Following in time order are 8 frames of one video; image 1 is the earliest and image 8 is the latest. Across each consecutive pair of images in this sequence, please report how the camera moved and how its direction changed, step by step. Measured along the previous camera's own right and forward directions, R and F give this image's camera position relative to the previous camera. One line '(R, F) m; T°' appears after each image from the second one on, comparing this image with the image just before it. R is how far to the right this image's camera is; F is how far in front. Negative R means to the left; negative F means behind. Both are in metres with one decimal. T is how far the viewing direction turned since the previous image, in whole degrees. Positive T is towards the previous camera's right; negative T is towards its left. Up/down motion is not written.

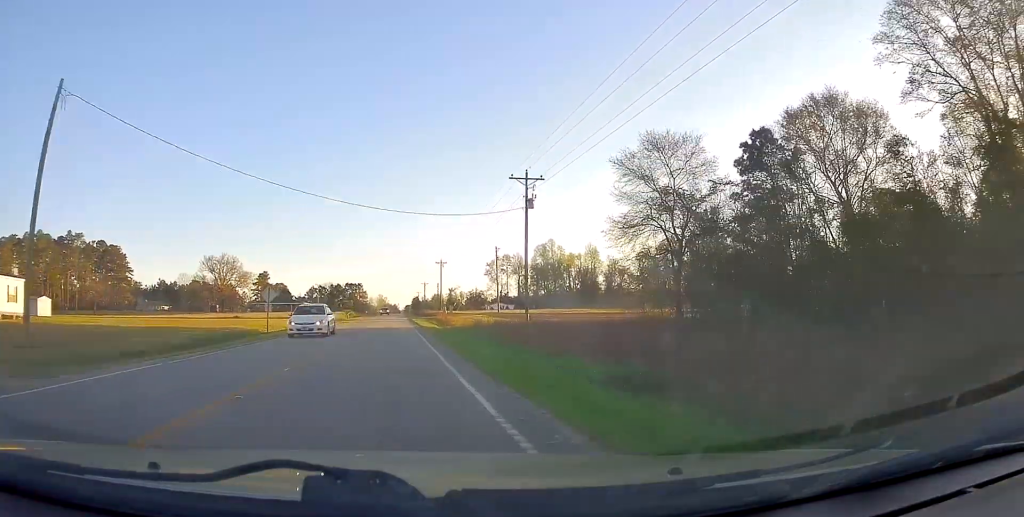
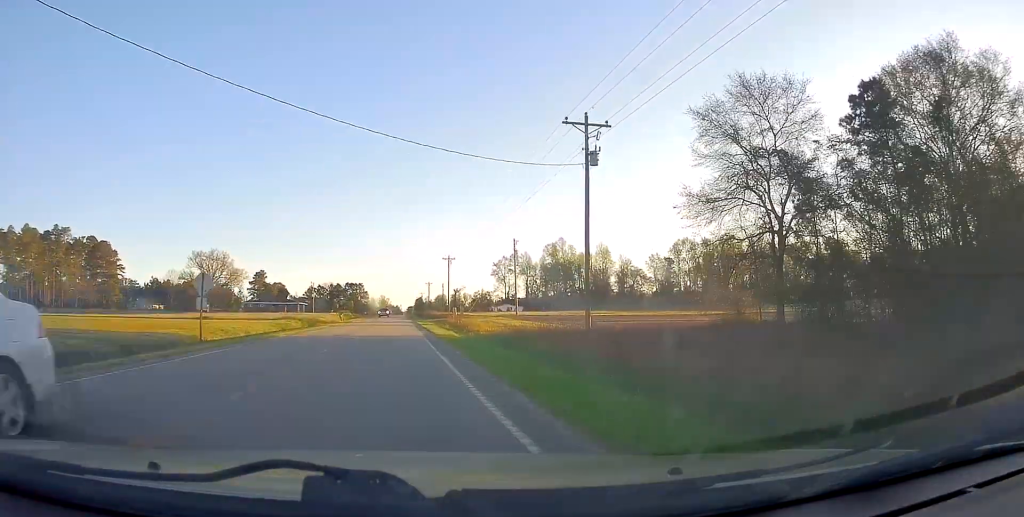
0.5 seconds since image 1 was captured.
(0.0, +12.5) m; -1°
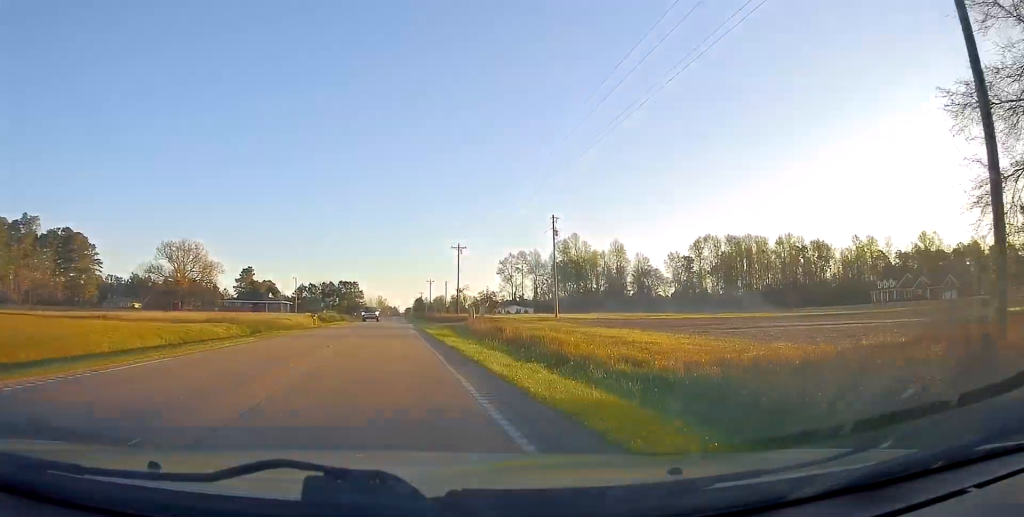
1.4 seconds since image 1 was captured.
(-0.4, +21.4) m; 0°
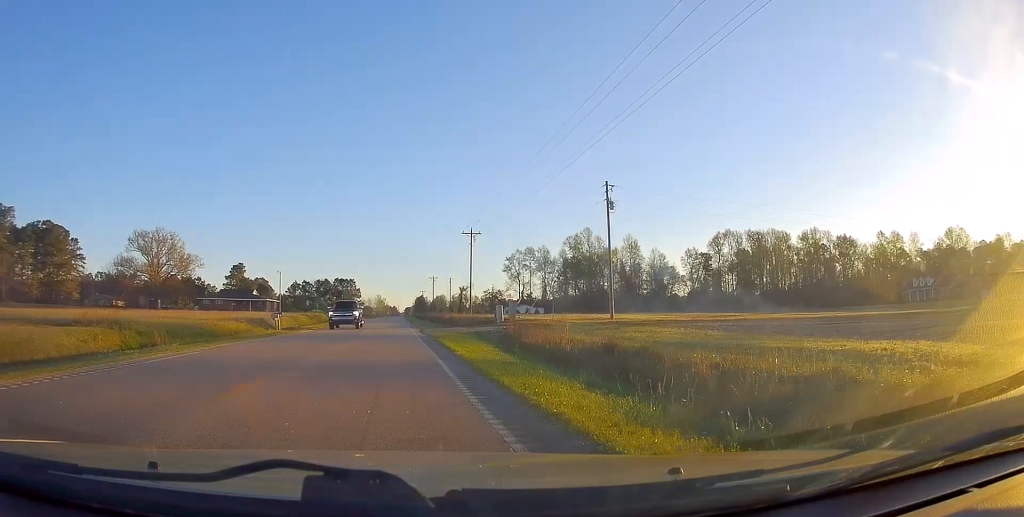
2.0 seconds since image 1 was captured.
(+0.1, +16.1) m; +1°
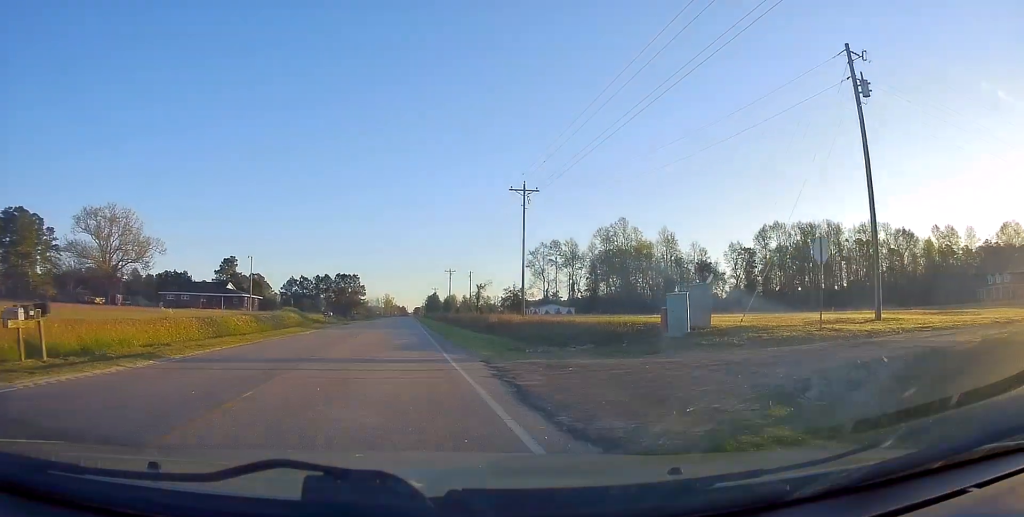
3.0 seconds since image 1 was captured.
(+0.5, +26.7) m; +1°
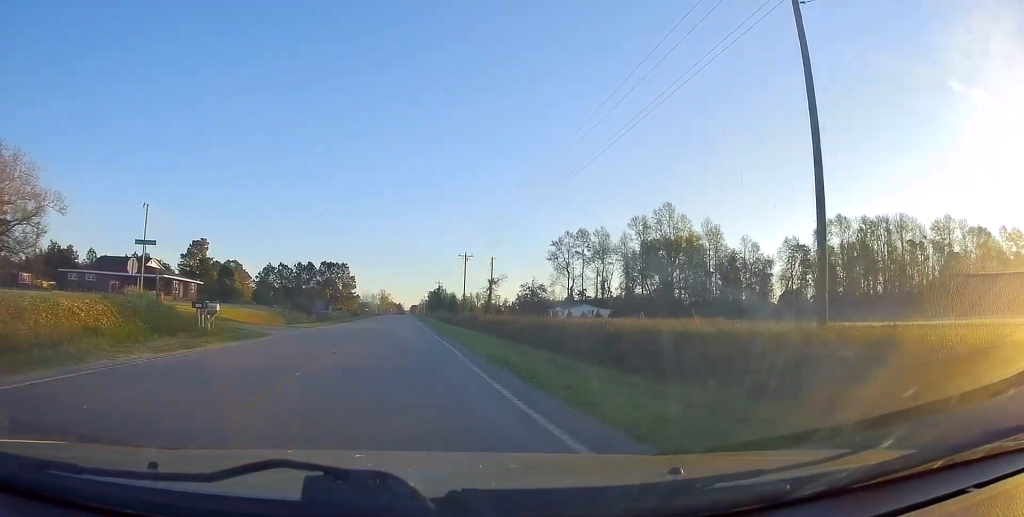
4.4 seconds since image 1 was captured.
(-0.6, +34.4) m; -1°
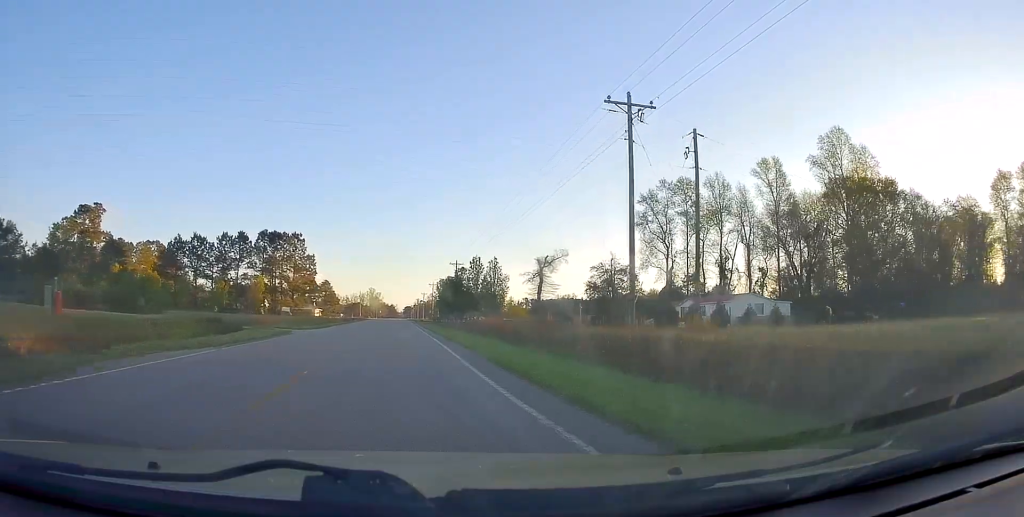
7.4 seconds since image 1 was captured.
(+0.6, +73.0) m; 0°
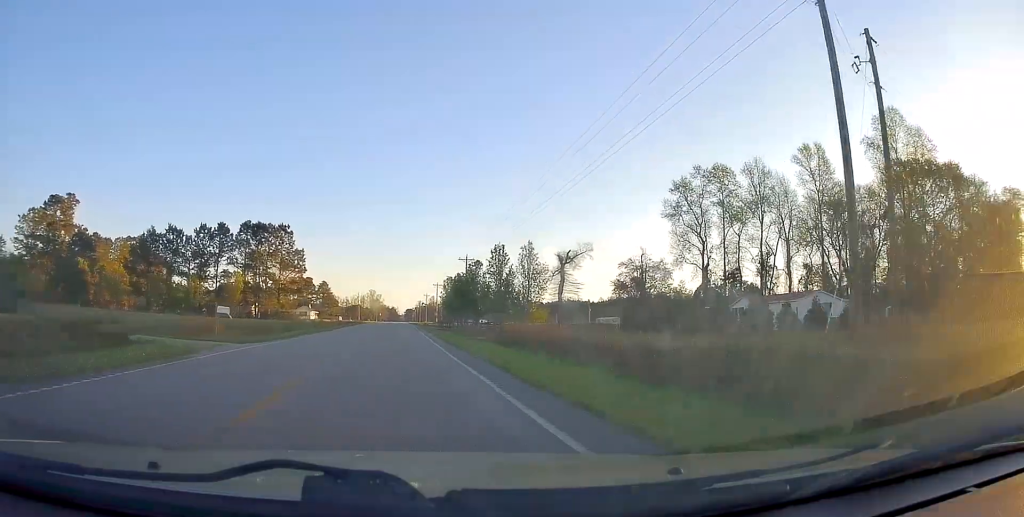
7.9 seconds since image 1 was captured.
(+0.1, +13.5) m; 0°
